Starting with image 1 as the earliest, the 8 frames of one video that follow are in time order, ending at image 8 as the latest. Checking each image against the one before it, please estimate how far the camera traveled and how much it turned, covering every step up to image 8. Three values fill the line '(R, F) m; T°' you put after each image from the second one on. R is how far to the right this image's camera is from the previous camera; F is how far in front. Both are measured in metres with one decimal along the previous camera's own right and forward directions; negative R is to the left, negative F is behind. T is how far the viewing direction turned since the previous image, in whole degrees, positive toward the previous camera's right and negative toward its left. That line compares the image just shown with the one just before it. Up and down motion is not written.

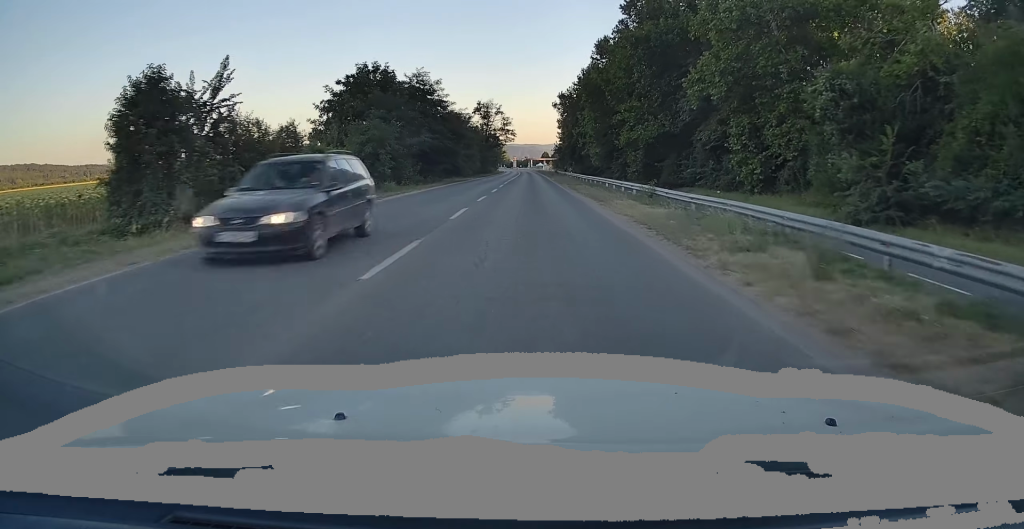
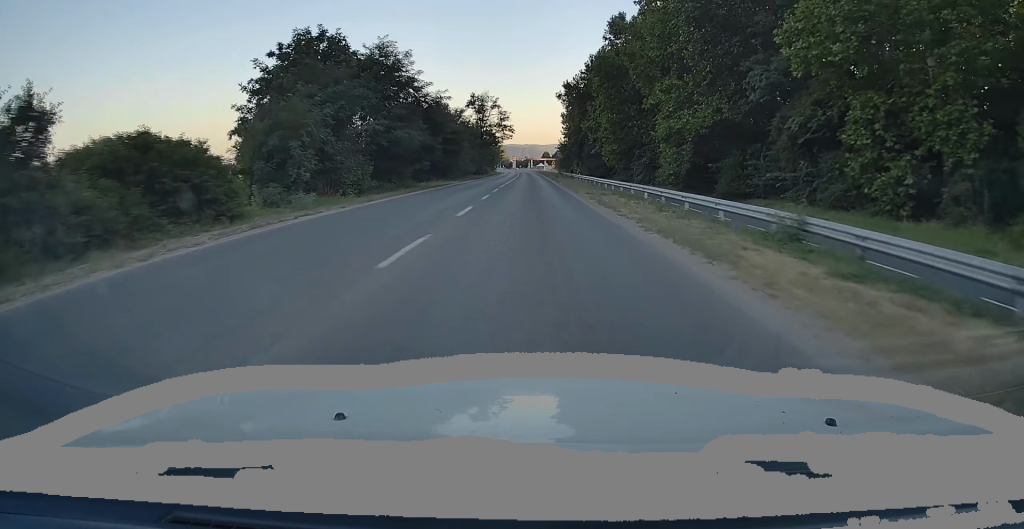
(0.0, +13.8) m; 0°
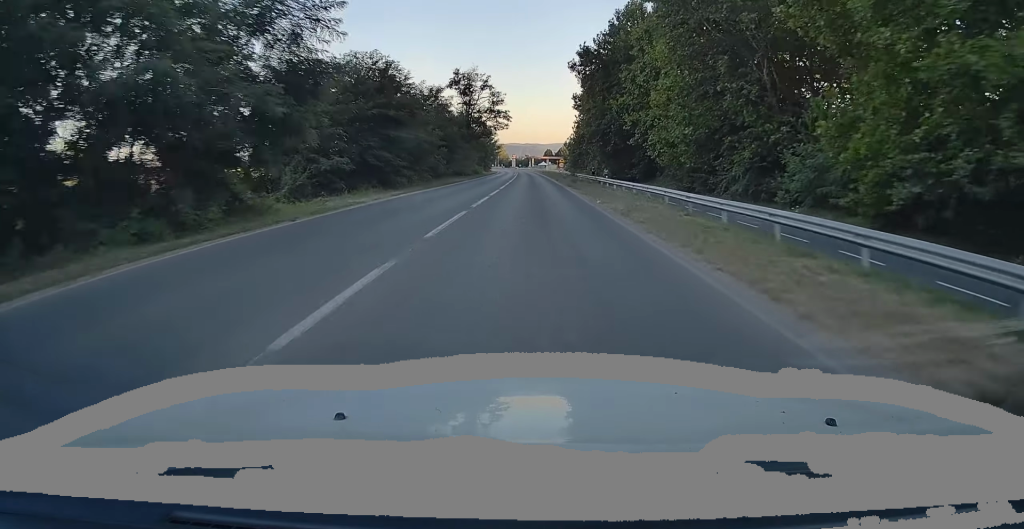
(0.0, +26.7) m; 0°
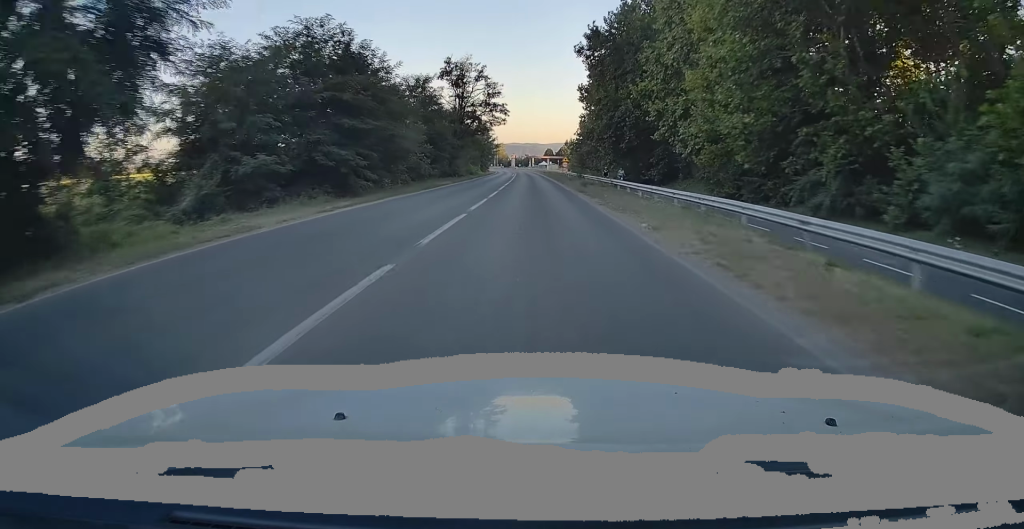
(0.0, +9.8) m; 0°
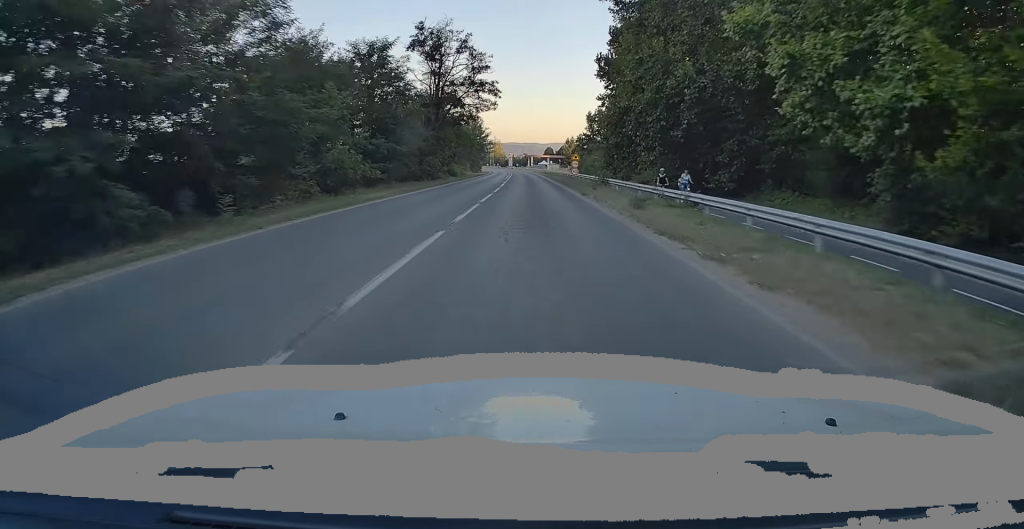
(0.0, +19.4) m; 0°
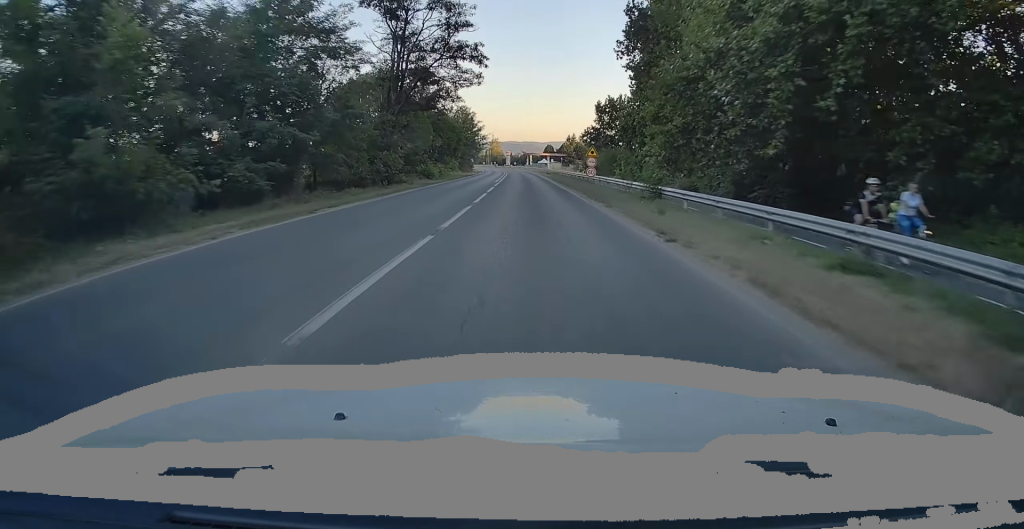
(-0.1, +16.6) m; 0°
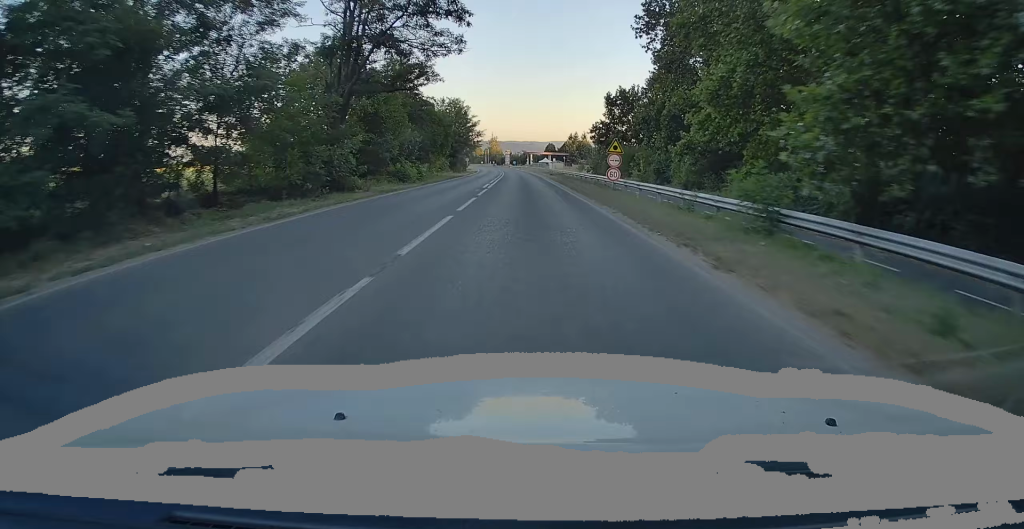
(0.0, +11.6) m; 0°
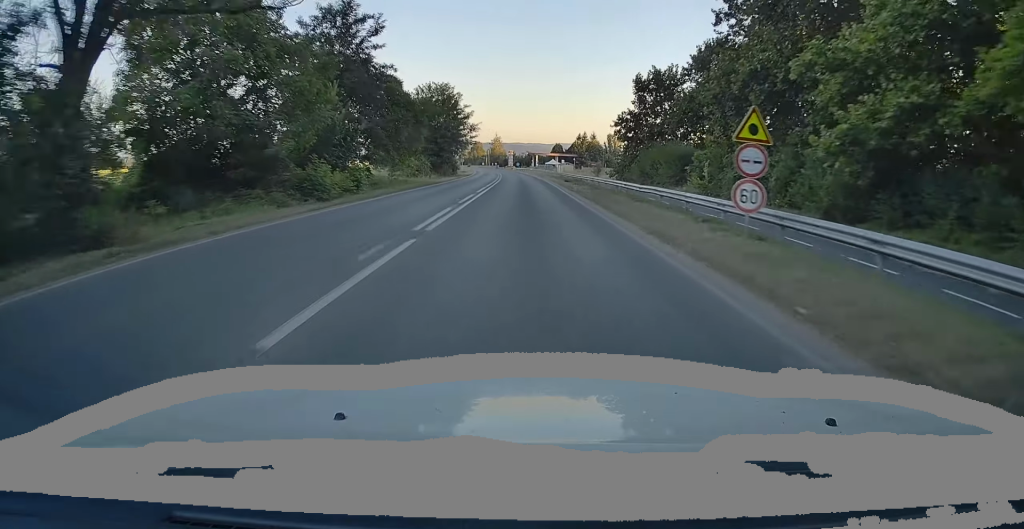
(+0.1, +20.1) m; 0°
